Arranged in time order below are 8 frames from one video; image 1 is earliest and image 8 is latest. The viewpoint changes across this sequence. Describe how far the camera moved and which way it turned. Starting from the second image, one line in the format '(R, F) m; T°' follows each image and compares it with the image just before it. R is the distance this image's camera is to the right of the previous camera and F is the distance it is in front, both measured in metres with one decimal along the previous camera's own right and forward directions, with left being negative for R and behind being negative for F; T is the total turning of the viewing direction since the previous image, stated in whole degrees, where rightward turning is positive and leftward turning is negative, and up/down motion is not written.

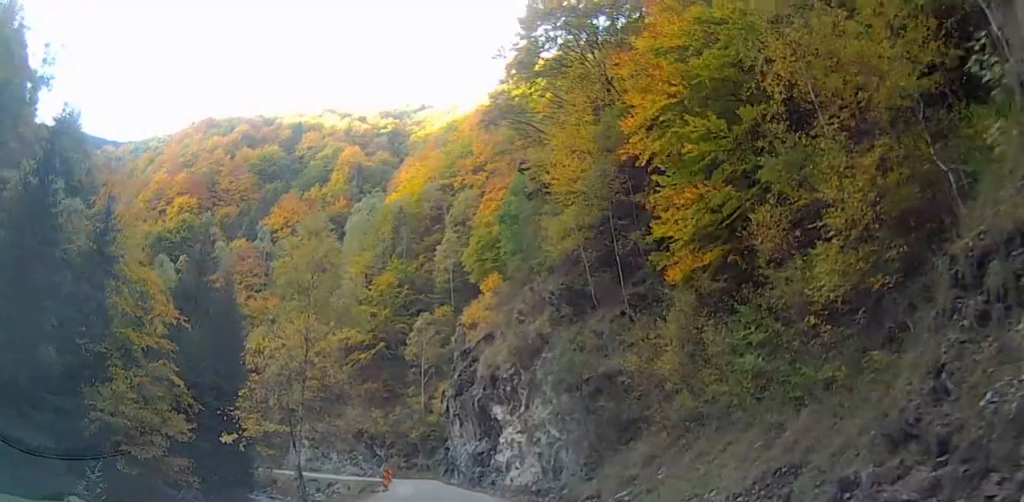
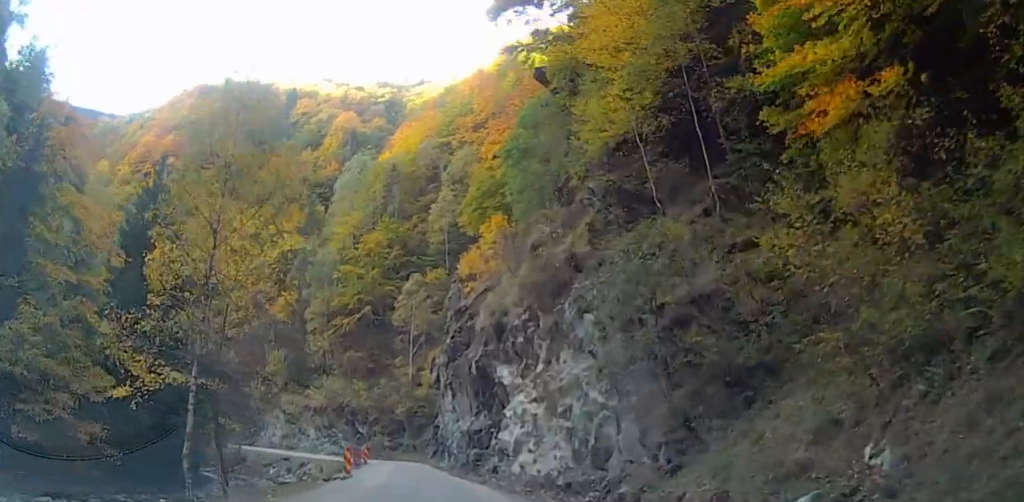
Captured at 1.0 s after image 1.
(+0.6, +10.9) m; +6°
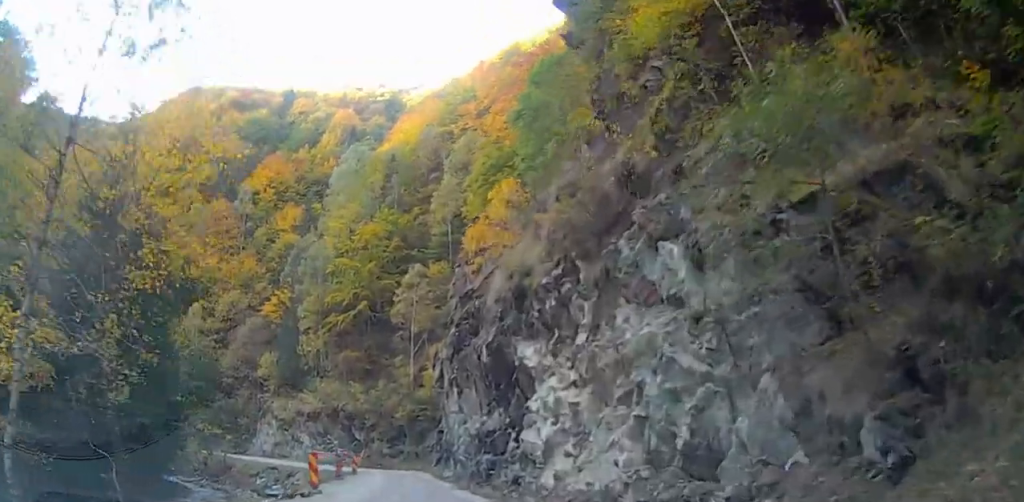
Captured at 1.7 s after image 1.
(+0.1, +7.6) m; +1°
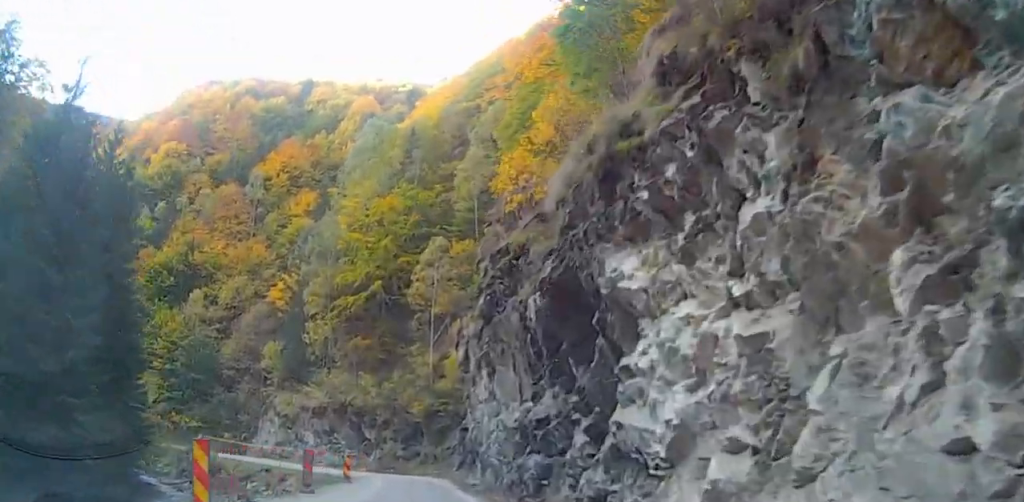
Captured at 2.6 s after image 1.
(+0.5, +10.2) m; -3°
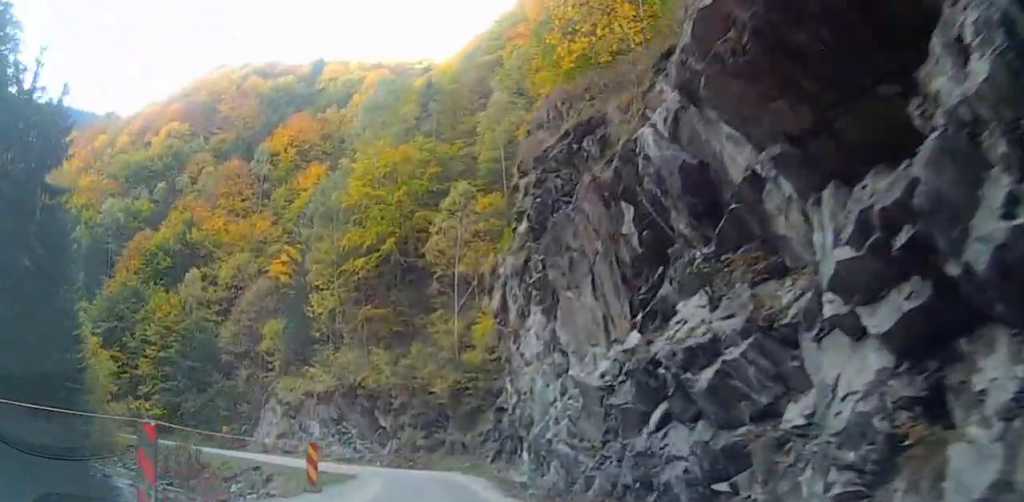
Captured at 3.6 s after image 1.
(-1.1, +11.5) m; 0°
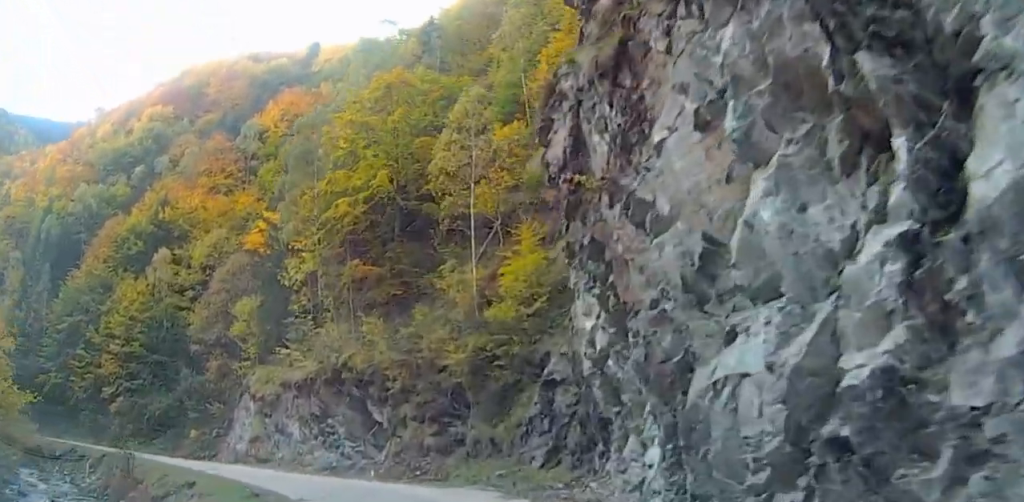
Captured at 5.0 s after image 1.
(+0.6, +16.4) m; -6°
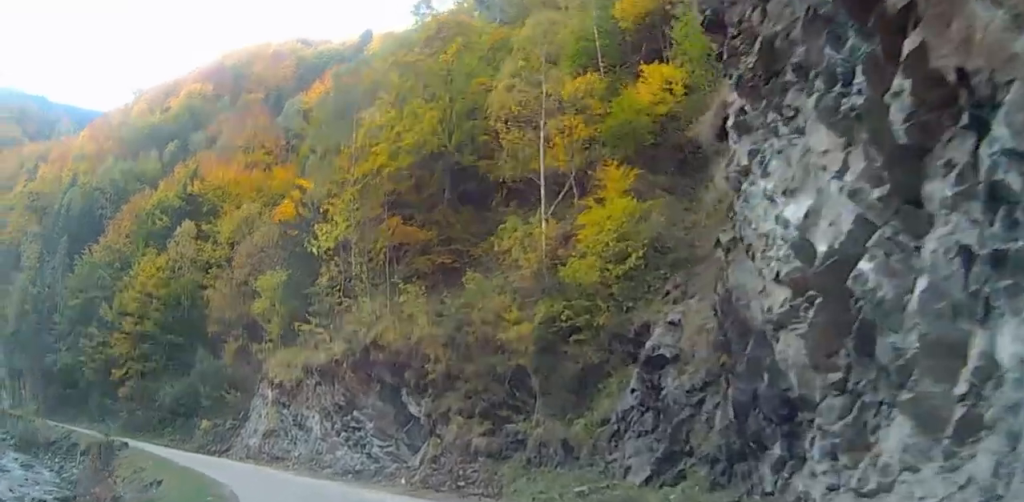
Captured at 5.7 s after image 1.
(-0.7, +9.2) m; -7°
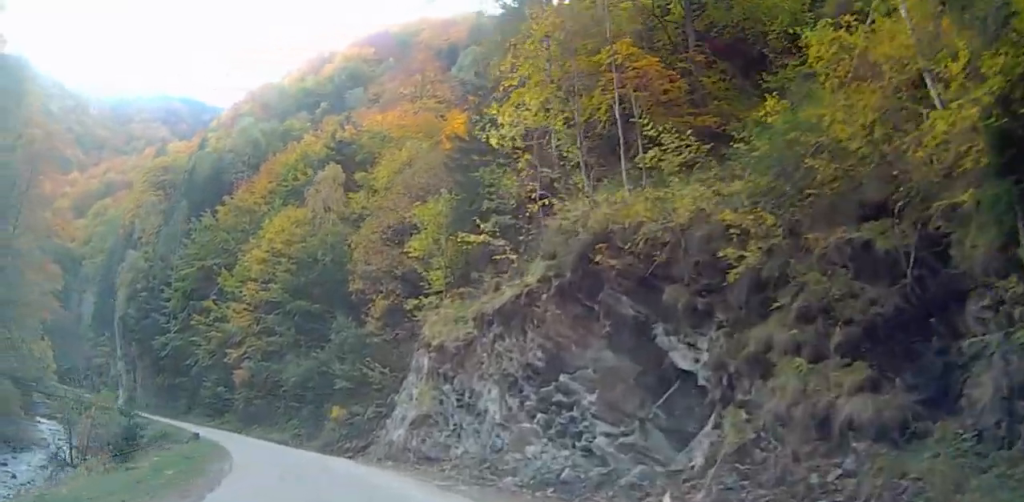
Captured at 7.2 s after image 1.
(-0.9, +17.6) m; -7°
